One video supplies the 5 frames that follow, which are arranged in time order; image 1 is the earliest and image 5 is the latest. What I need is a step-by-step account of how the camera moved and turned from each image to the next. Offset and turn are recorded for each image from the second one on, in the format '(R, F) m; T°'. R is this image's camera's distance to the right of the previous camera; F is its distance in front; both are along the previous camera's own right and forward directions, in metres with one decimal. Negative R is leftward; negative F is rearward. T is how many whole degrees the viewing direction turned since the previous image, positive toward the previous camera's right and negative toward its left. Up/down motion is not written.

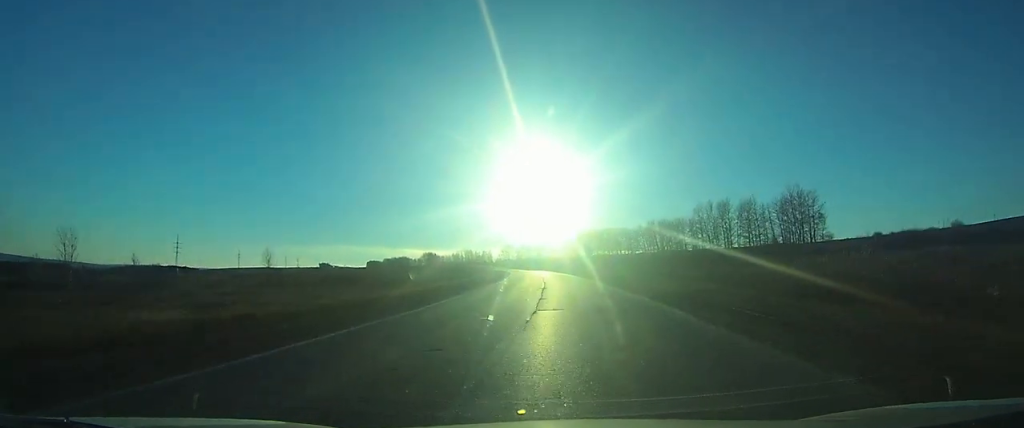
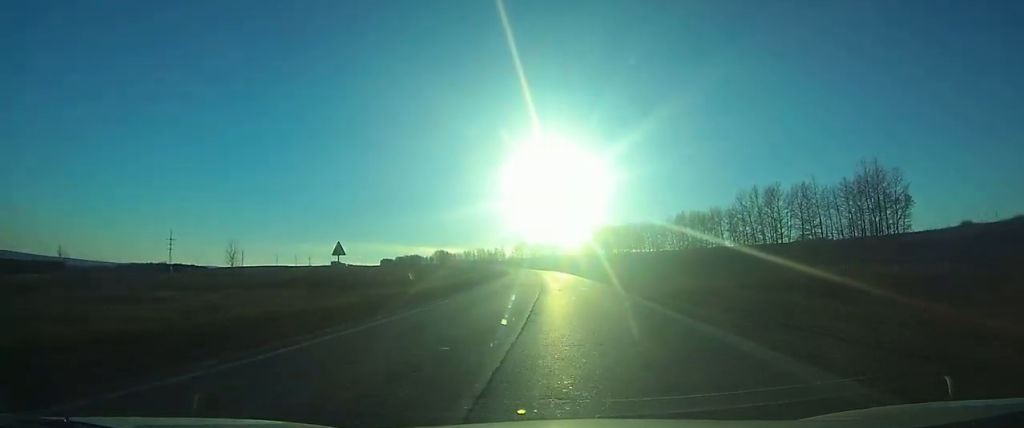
(-0.3, +26.9) m; -2°
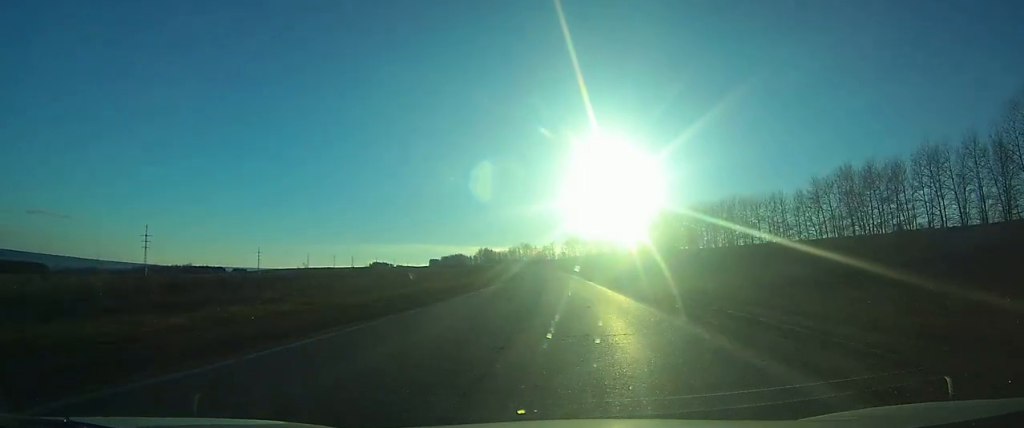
(-4.1, +77.8) m; -6°
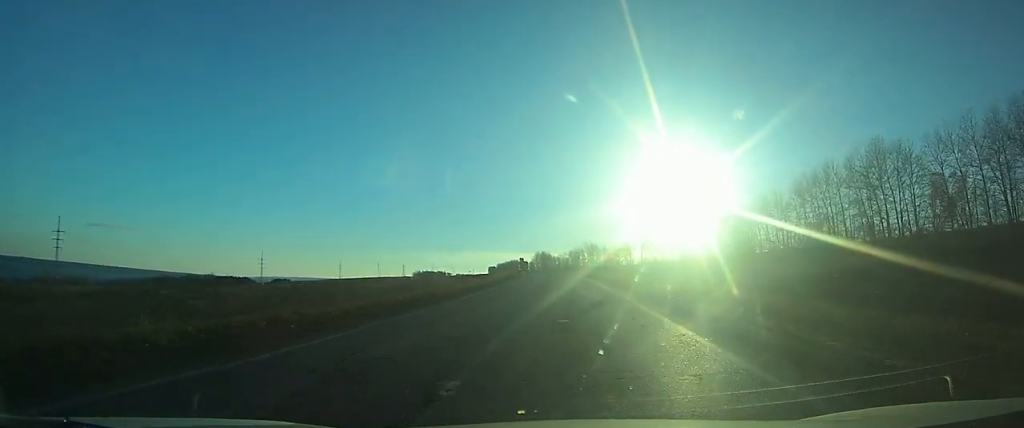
(-5.9, +109.5) m; -6°
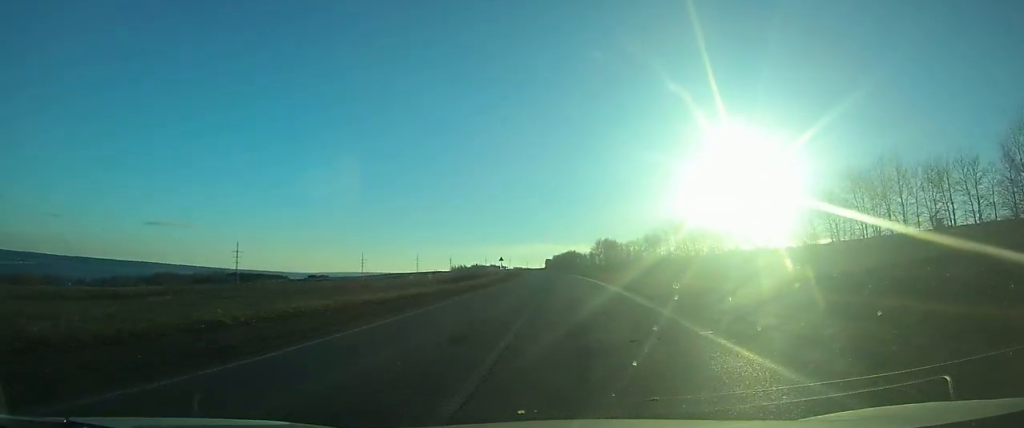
(-5.6, +113.1) m; -6°
